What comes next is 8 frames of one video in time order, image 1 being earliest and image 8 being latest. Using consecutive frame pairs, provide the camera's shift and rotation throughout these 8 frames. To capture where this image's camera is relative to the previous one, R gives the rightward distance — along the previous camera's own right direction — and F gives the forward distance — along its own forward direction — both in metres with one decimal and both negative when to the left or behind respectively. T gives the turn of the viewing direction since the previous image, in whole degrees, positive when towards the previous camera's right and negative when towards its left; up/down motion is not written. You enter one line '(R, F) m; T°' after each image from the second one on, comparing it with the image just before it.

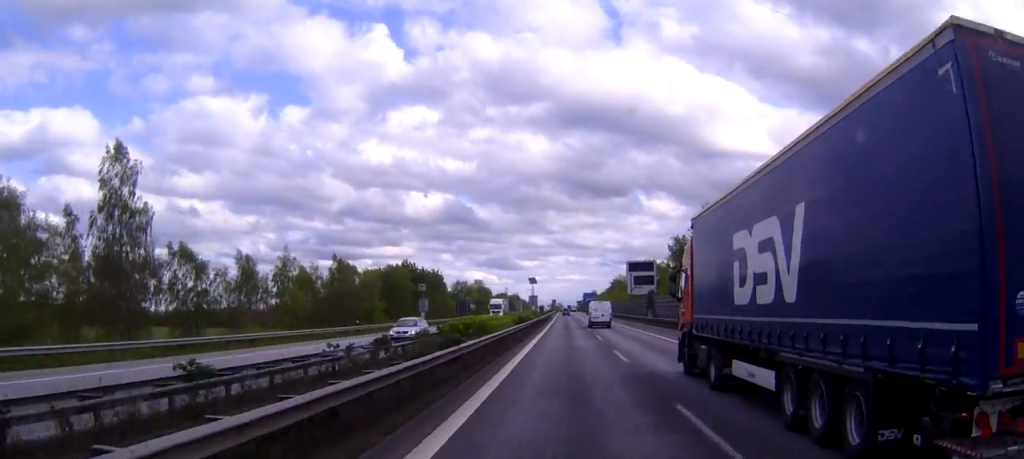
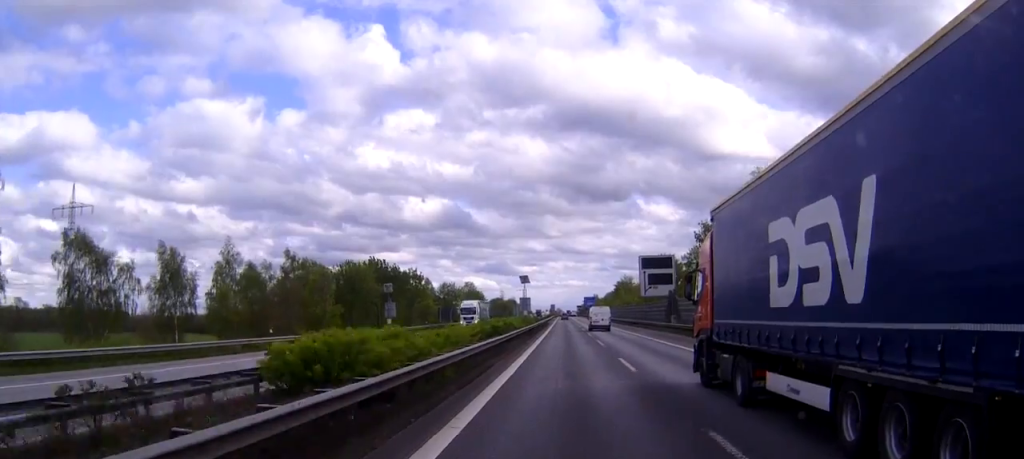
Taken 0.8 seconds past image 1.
(0.0, +20.7) m; 0°
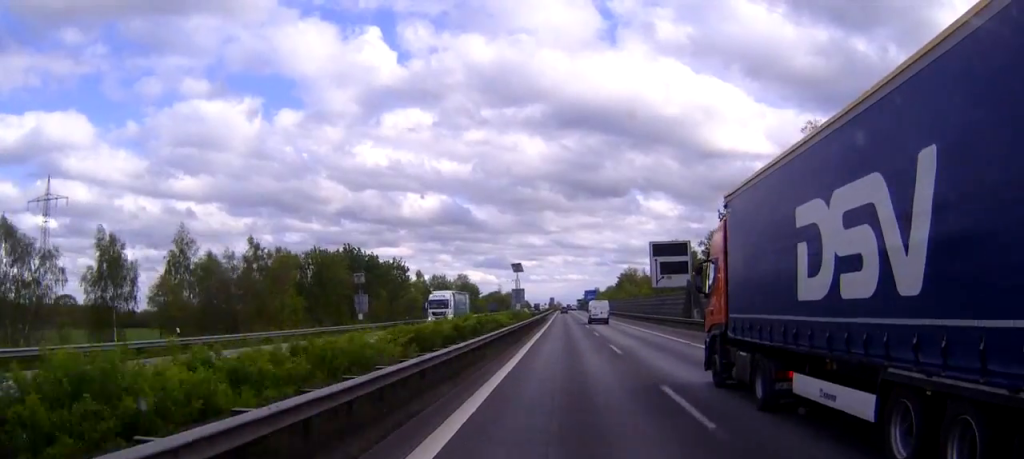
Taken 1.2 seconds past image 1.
(0.0, +12.6) m; 0°
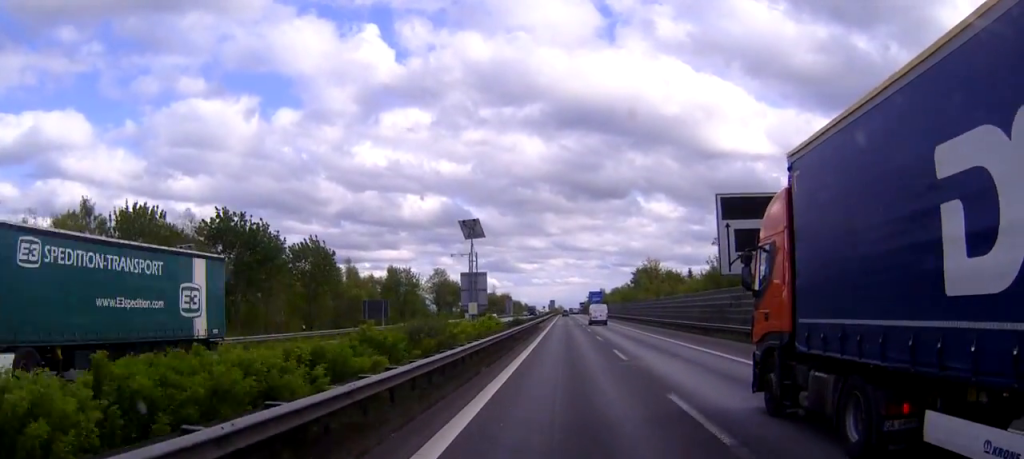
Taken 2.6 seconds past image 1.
(0.0, +37.2) m; 0°
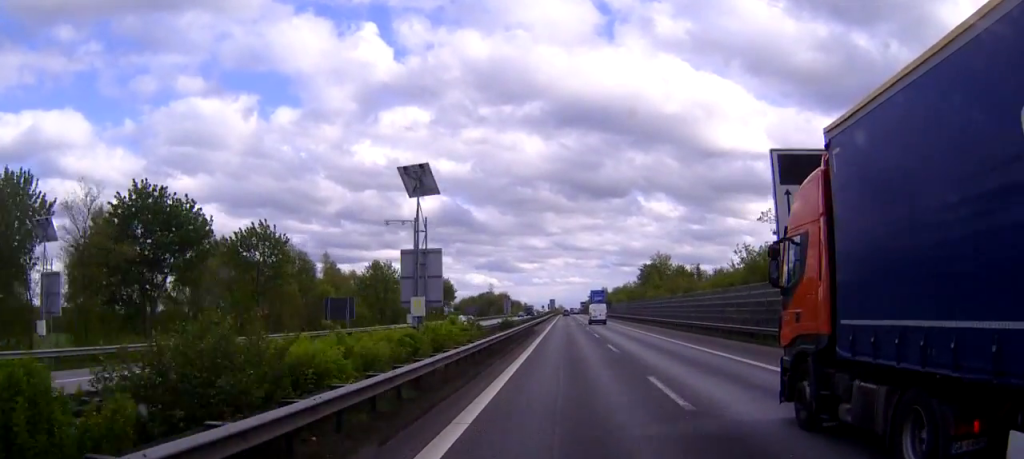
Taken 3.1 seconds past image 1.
(0.0, +13.6) m; 0°
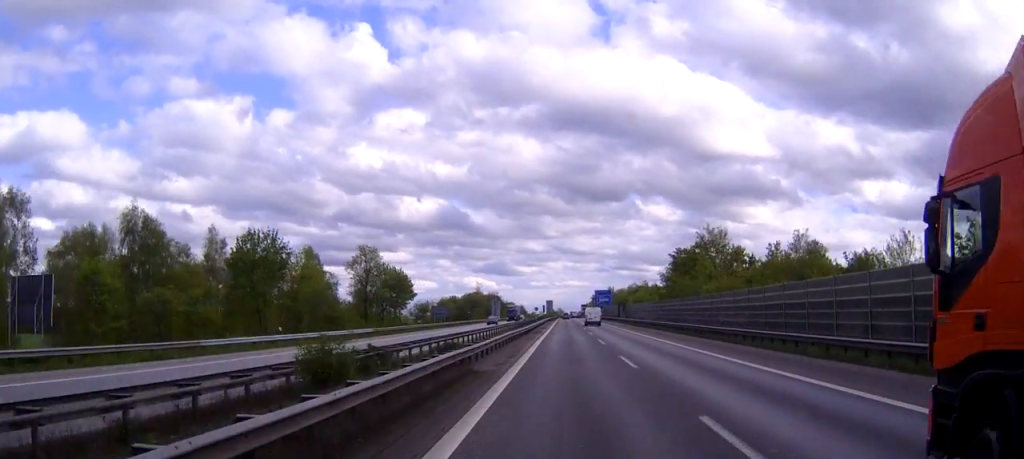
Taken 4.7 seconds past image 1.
(0.0, +43.3) m; 0°
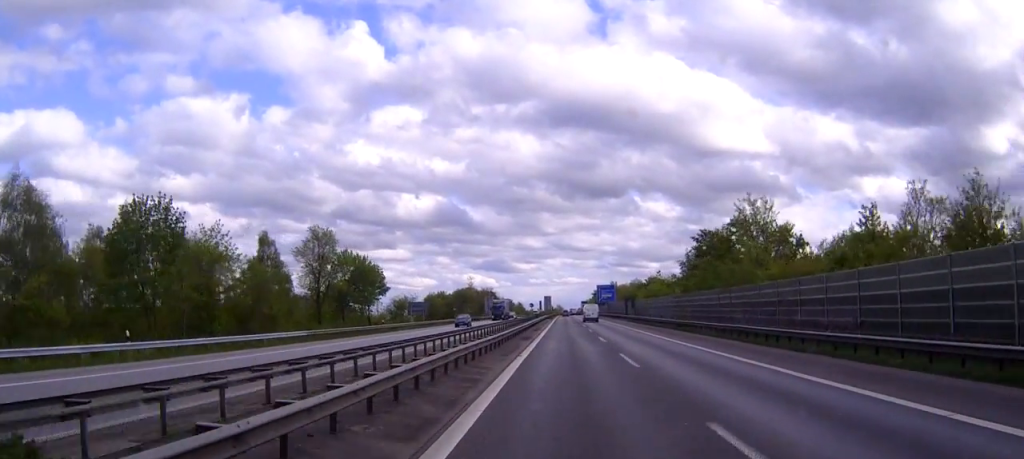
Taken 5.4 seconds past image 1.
(0.0, +18.9) m; 0°
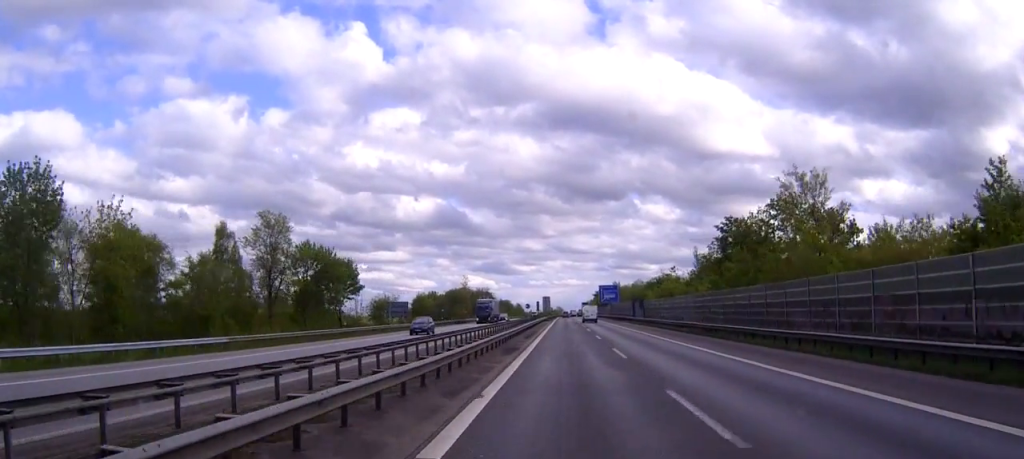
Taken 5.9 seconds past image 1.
(0.0, +13.5) m; 0°
